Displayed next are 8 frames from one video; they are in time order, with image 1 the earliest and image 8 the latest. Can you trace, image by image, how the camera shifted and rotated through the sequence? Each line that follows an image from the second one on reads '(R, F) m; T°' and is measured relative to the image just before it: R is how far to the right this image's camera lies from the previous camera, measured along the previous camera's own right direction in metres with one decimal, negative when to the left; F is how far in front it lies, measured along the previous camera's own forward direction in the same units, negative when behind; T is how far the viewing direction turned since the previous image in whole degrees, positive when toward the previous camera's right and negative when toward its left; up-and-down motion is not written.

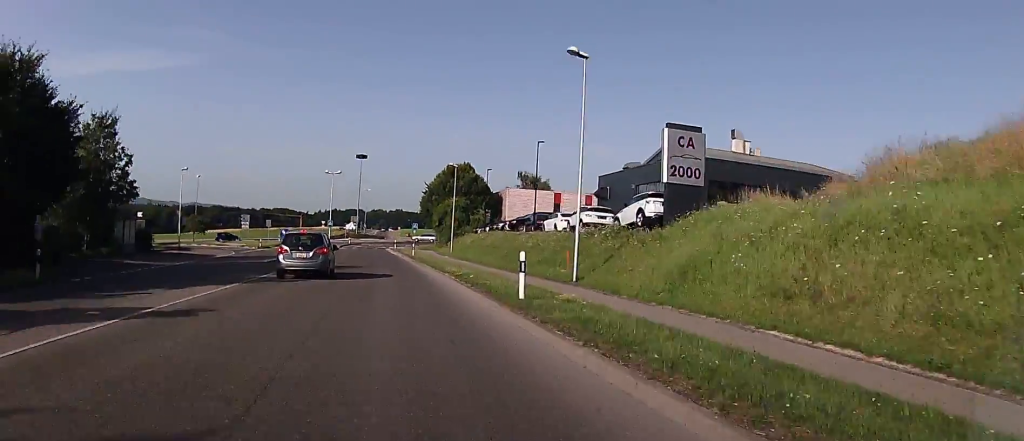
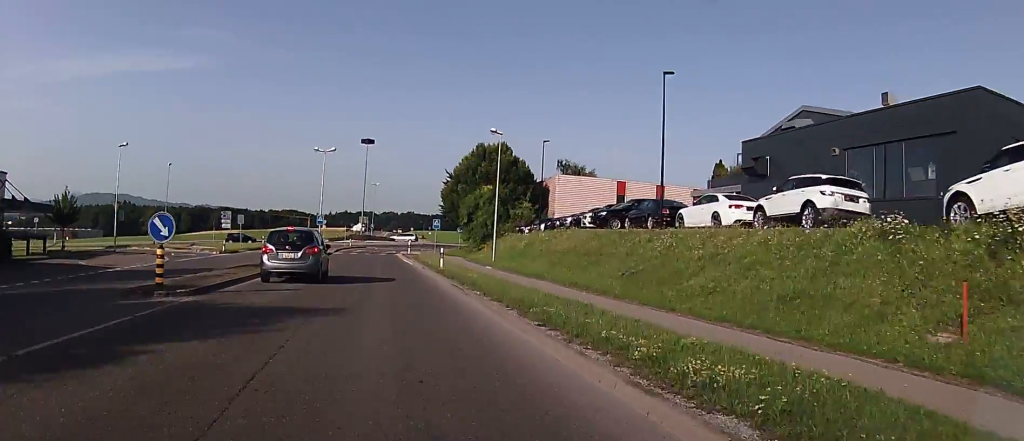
(-0.3, +19.7) m; -1°
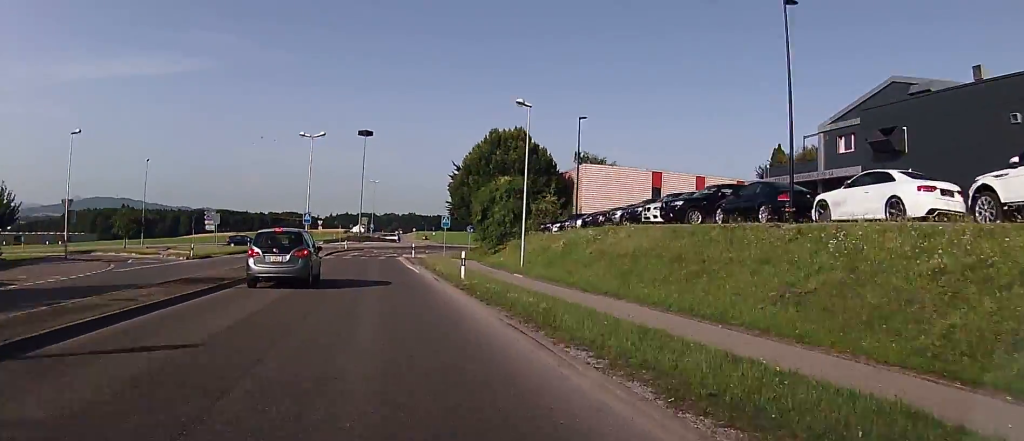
(0.0, +8.7) m; 0°
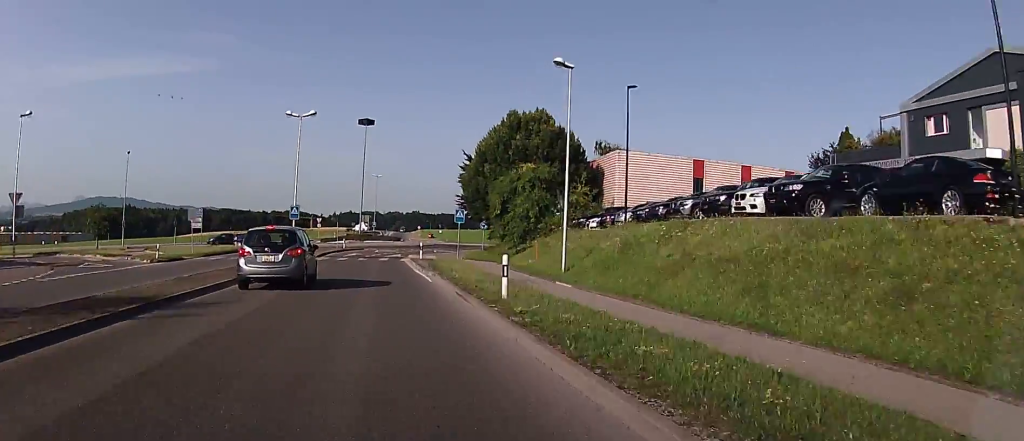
(0.0, +7.4) m; 0°
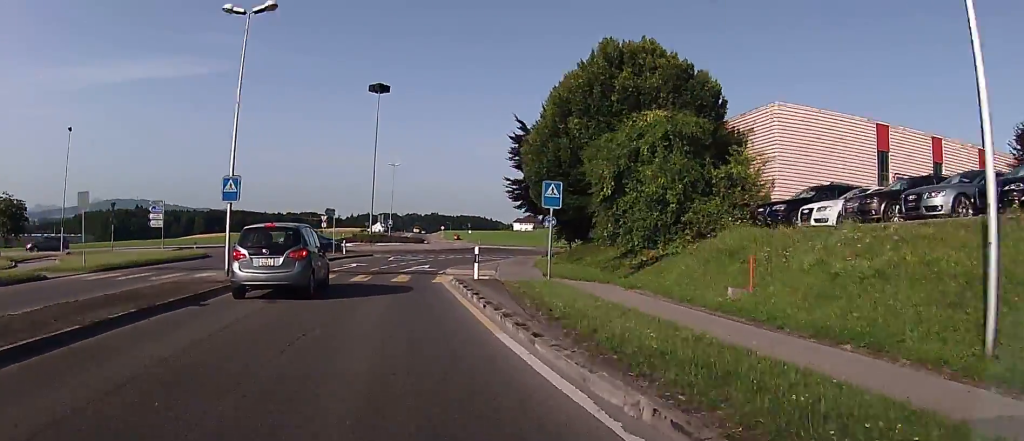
(+0.1, +19.4) m; +3°
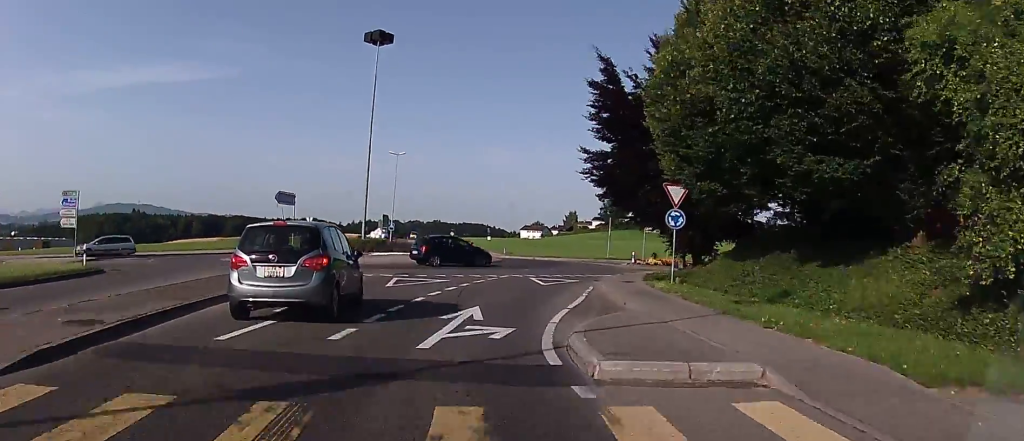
(+0.9, +17.2) m; +4°
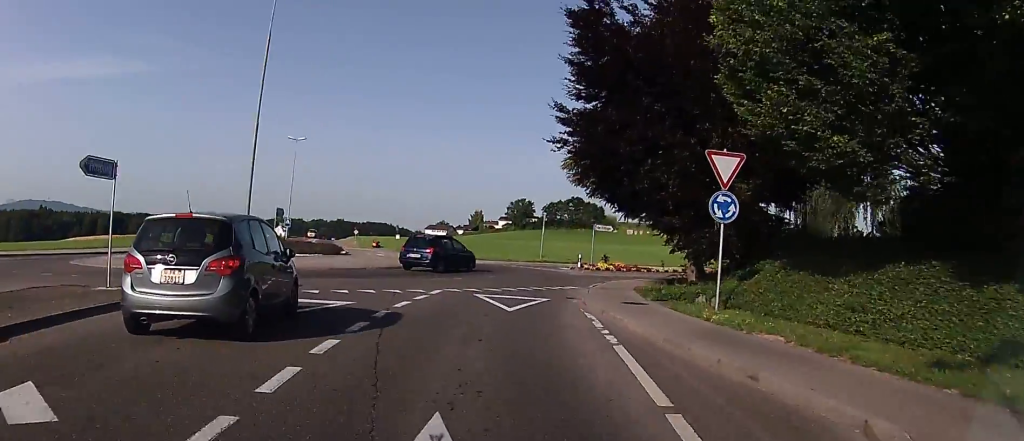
(0.0, +8.9) m; 0°
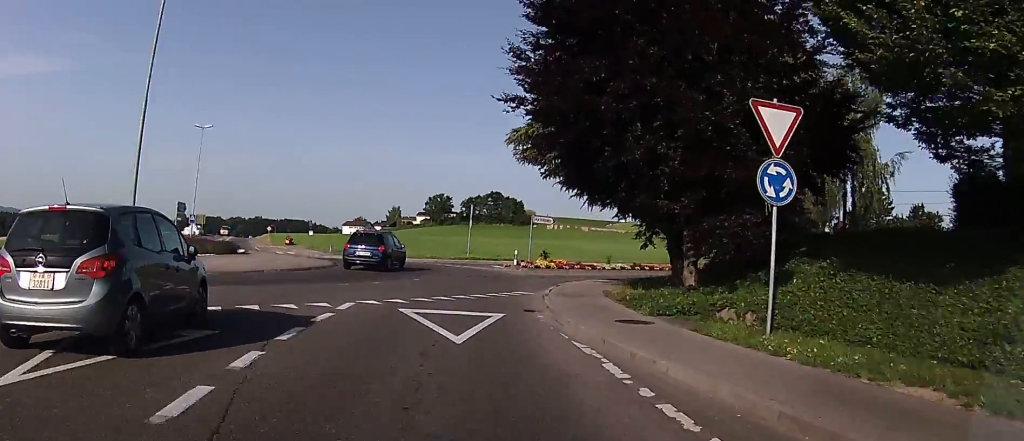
(0.0, +5.0) m; 0°
